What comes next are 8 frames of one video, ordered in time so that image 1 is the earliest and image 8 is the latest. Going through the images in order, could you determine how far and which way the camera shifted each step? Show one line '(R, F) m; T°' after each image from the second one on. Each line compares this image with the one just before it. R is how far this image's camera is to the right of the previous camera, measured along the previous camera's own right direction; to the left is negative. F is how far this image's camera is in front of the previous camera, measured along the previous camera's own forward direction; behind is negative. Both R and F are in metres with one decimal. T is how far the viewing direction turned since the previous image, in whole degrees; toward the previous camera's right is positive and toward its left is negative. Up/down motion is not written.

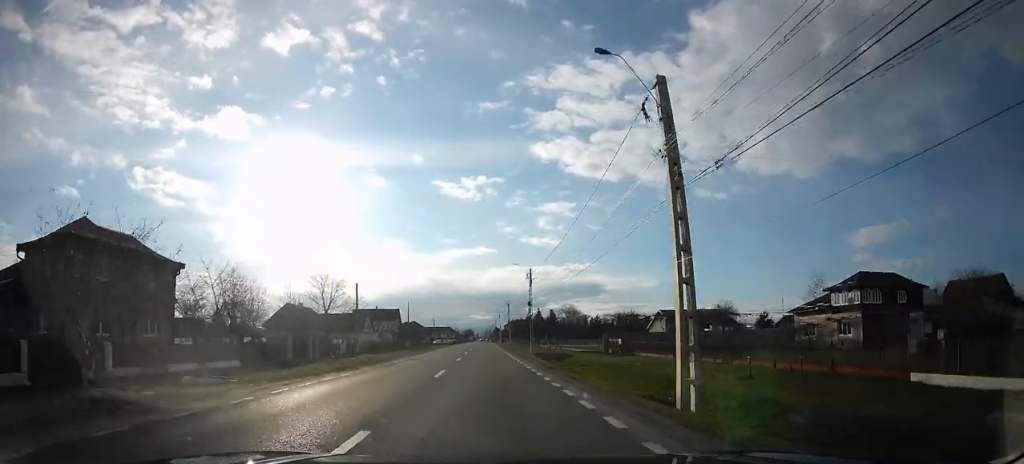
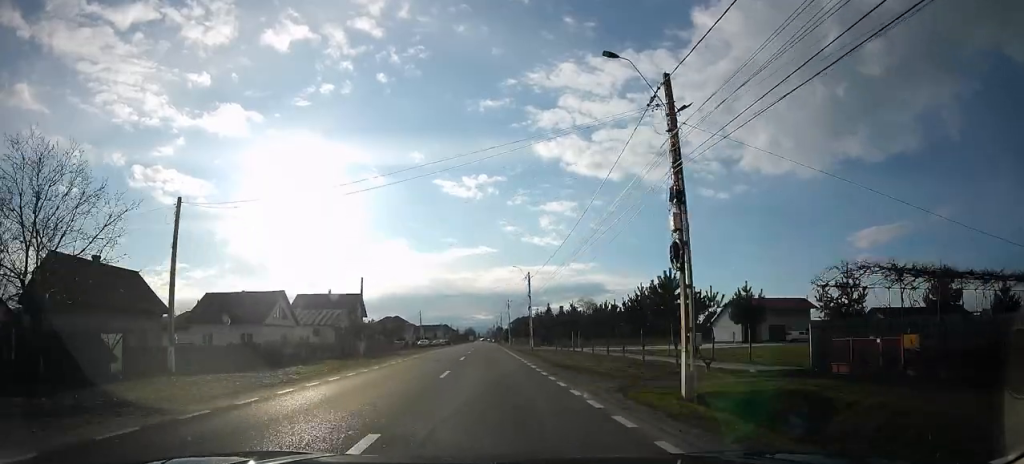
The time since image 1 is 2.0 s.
(+0.6, +35.6) m; +1°
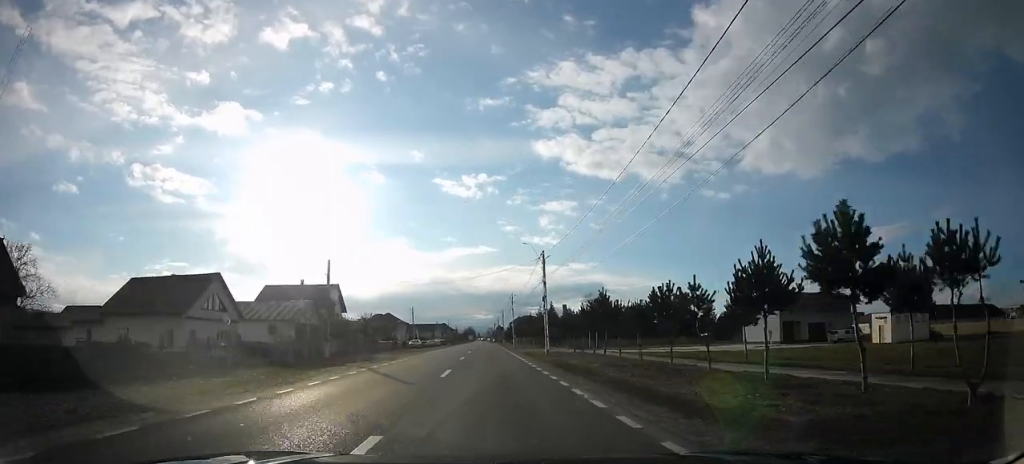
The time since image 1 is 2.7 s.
(-0.1, +12.1) m; -1°
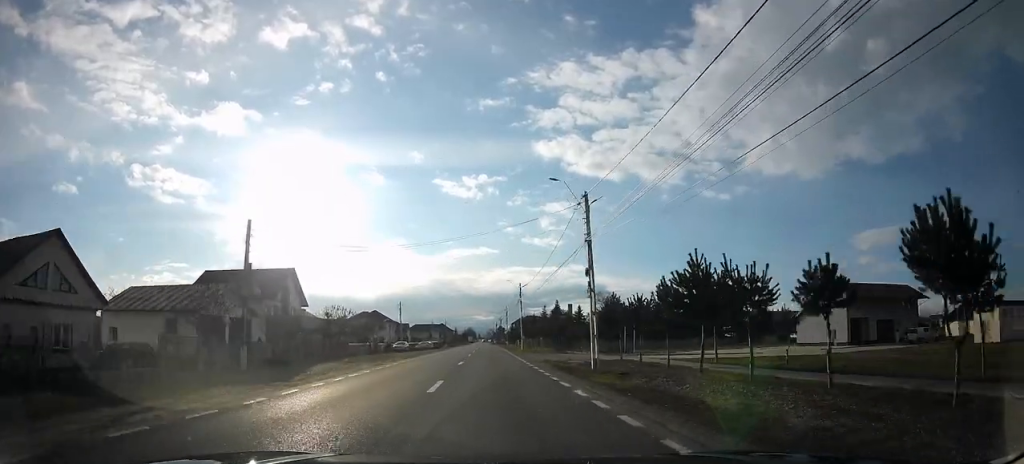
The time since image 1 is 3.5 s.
(-0.2, +16.1) m; 0°
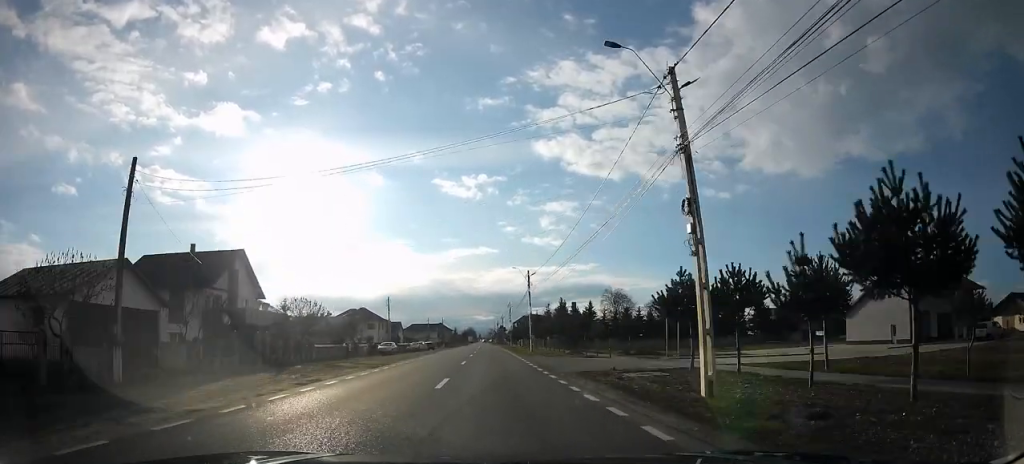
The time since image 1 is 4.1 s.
(+0.2, +11.2) m; 0°
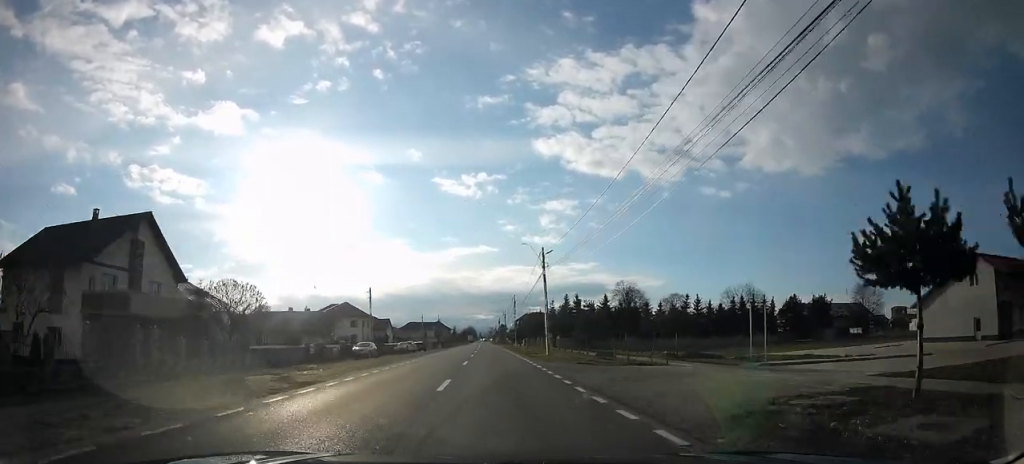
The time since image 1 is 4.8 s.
(-0.1, +12.6) m; 0°
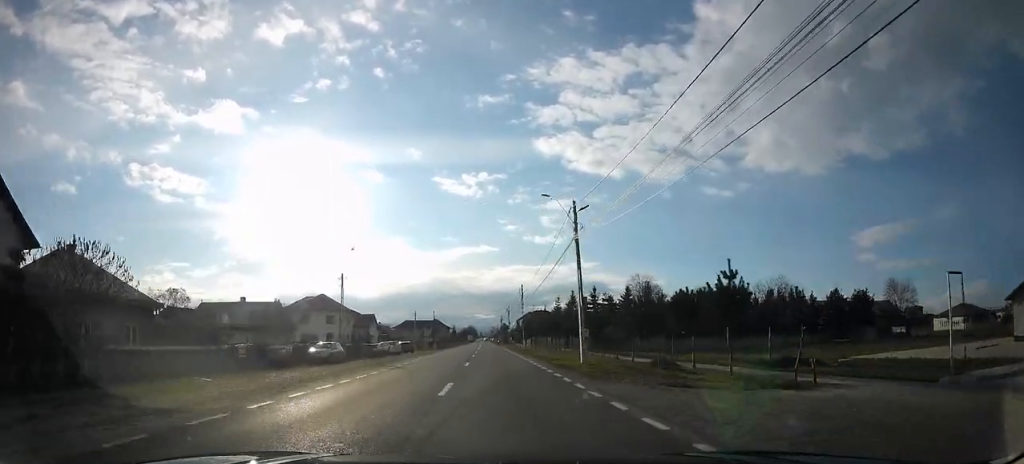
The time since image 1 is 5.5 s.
(-0.1, +13.2) m; 0°
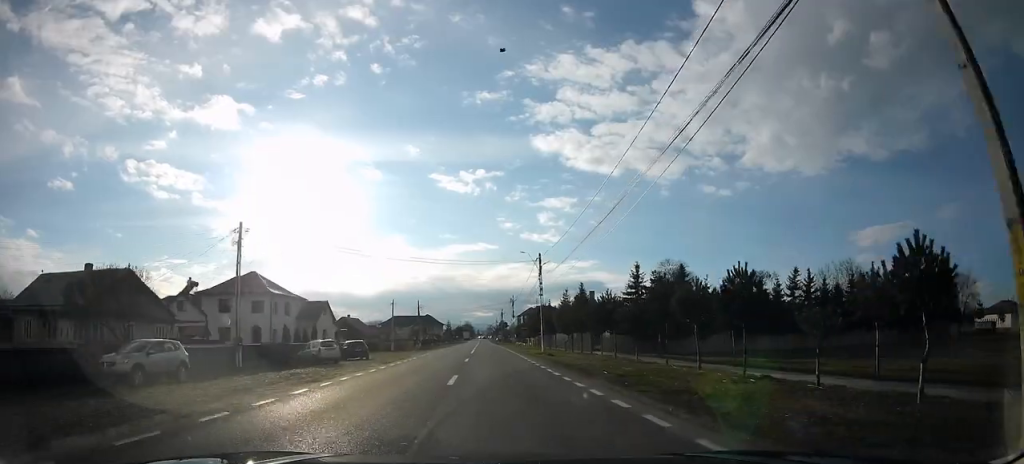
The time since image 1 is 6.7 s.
(+0.2, +21.9) m; 0°
